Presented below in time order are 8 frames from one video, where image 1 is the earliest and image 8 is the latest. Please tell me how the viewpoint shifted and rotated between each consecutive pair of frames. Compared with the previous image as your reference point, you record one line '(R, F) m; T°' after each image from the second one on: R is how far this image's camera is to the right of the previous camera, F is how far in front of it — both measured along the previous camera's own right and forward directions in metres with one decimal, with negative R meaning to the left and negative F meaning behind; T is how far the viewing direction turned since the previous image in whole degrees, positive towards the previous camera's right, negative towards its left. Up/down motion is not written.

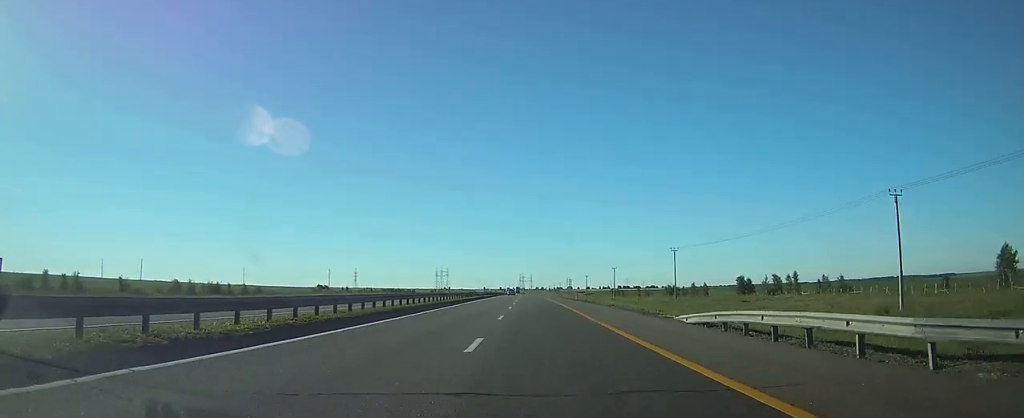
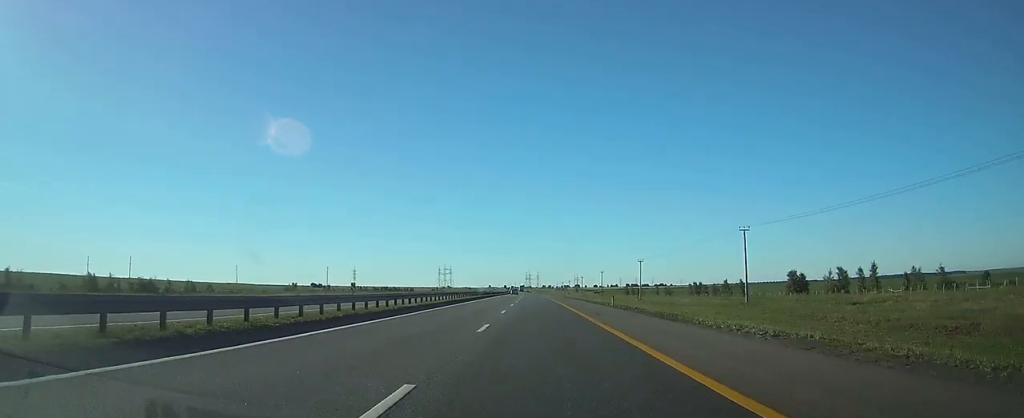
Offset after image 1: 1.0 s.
(-0.1, +30.8) m; -1°
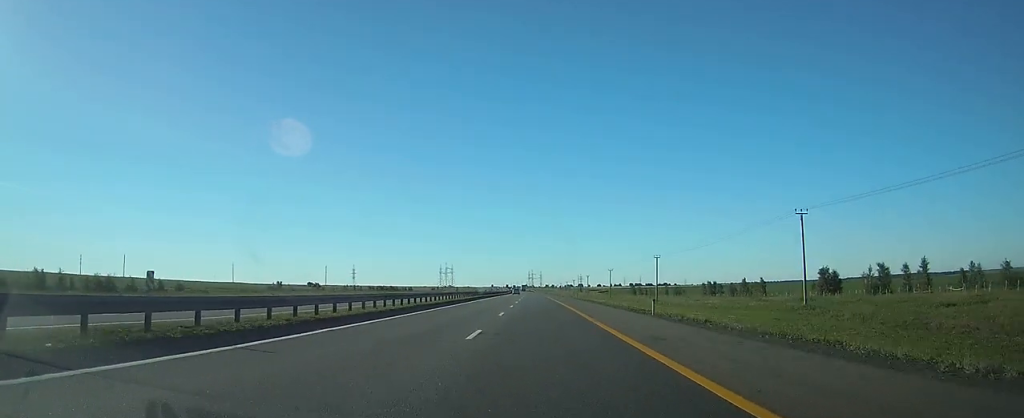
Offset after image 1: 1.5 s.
(-0.1, +14.4) m; 0°
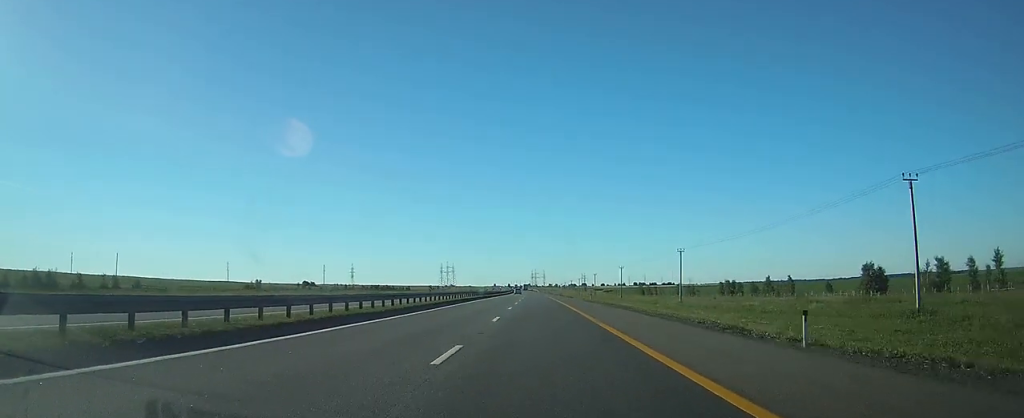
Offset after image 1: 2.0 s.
(-0.1, +16.5) m; 0°
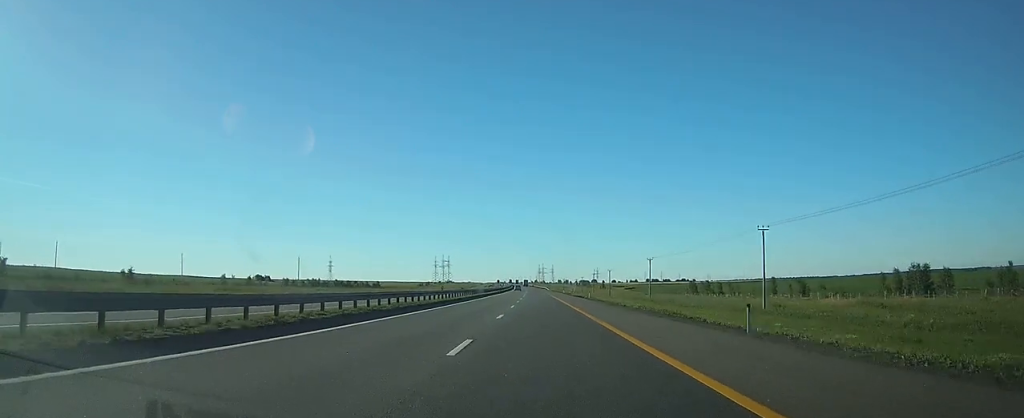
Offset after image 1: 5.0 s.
(-1.0, +94.4) m; -1°
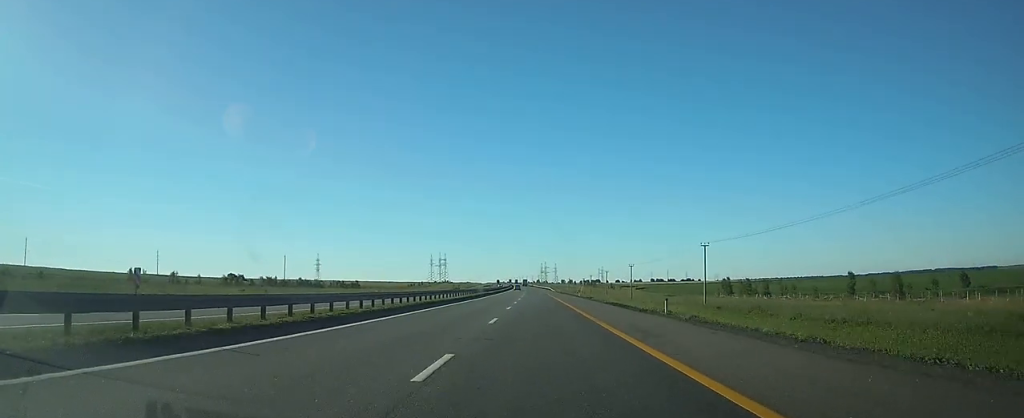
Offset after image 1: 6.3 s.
(0.0, +38.6) m; 0°
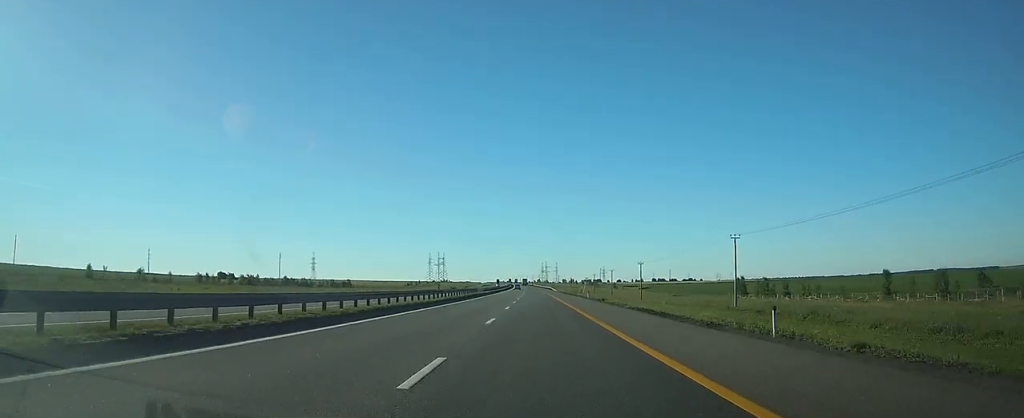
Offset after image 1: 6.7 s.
(0.0, +12.6) m; 0°
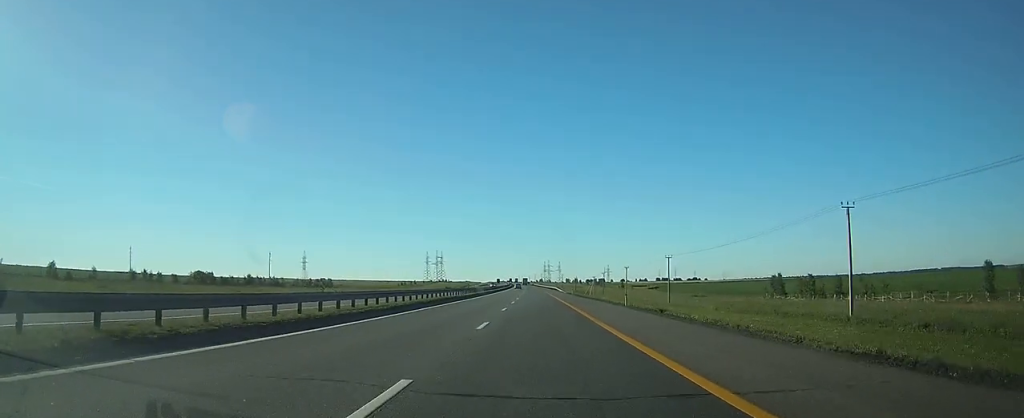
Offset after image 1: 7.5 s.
(-0.1, +26.1) m; -1°
